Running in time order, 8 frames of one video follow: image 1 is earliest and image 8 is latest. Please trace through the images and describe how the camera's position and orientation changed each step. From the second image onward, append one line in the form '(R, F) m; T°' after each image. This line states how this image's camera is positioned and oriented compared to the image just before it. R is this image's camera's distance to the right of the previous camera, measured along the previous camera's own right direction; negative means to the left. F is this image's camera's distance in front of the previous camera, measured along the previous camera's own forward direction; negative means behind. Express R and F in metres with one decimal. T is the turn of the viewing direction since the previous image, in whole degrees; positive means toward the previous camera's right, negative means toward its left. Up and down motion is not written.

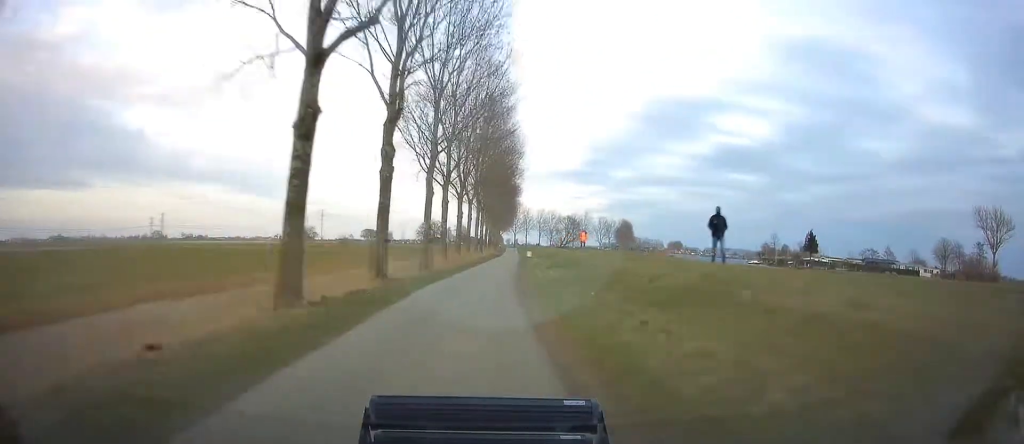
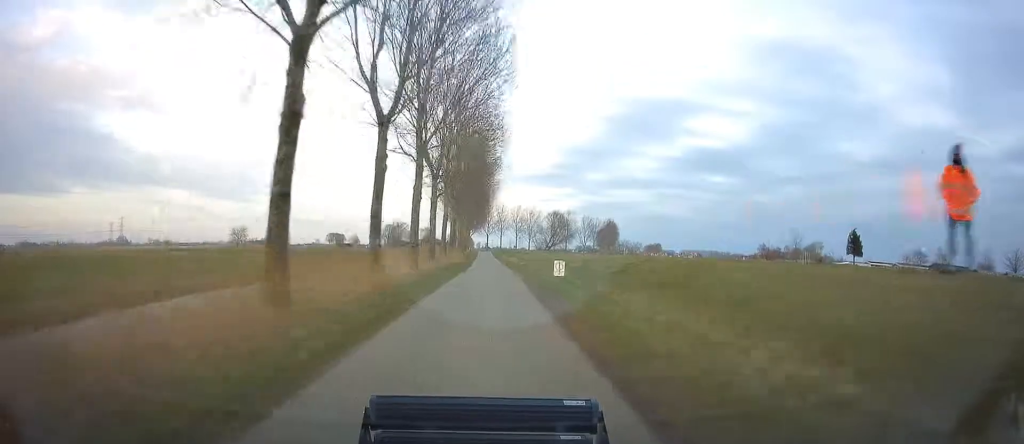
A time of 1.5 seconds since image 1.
(+1.6, +43.4) m; +4°
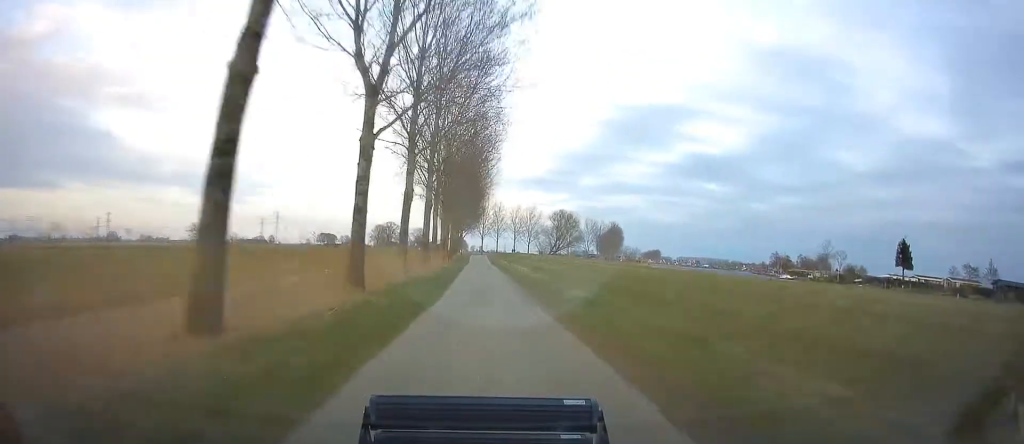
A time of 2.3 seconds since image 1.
(+0.4, +24.5) m; +1°
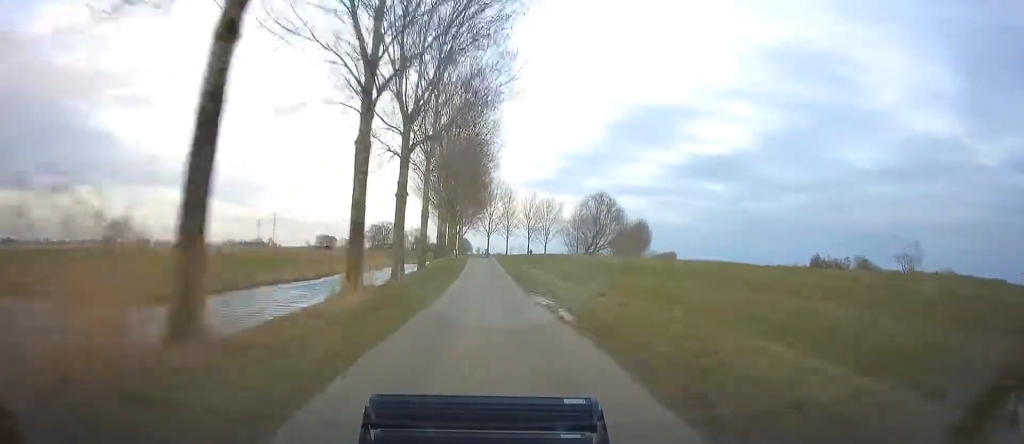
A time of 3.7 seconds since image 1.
(0.0, +44.9) m; 0°
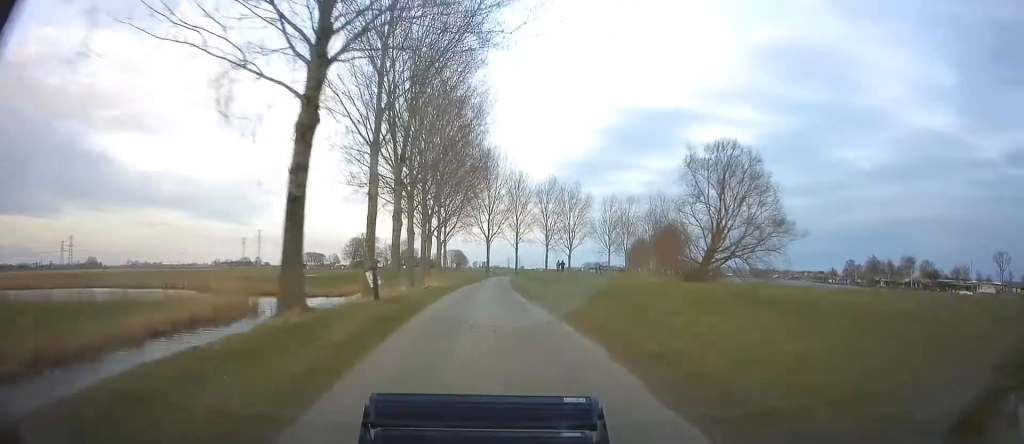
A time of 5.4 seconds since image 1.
(0.0, +56.1) m; 0°
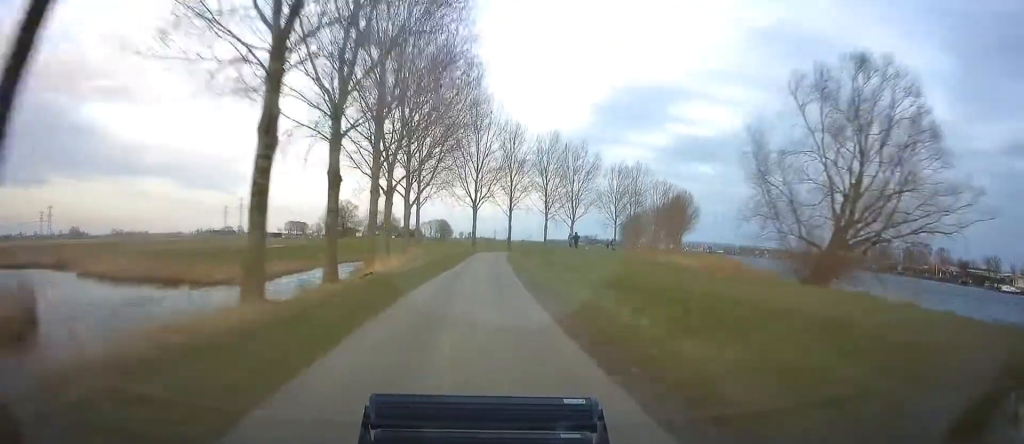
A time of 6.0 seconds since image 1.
(0.0, +21.8) m; 0°
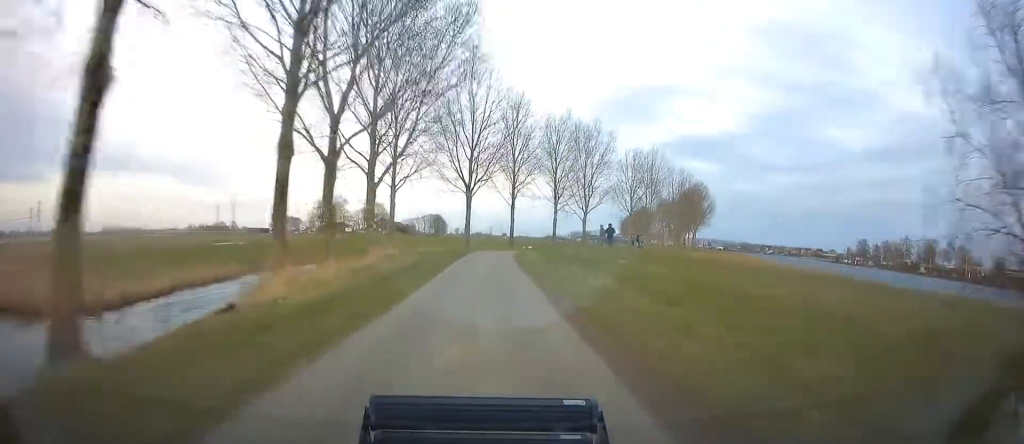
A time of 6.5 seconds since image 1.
(0.0, +15.9) m; +1°
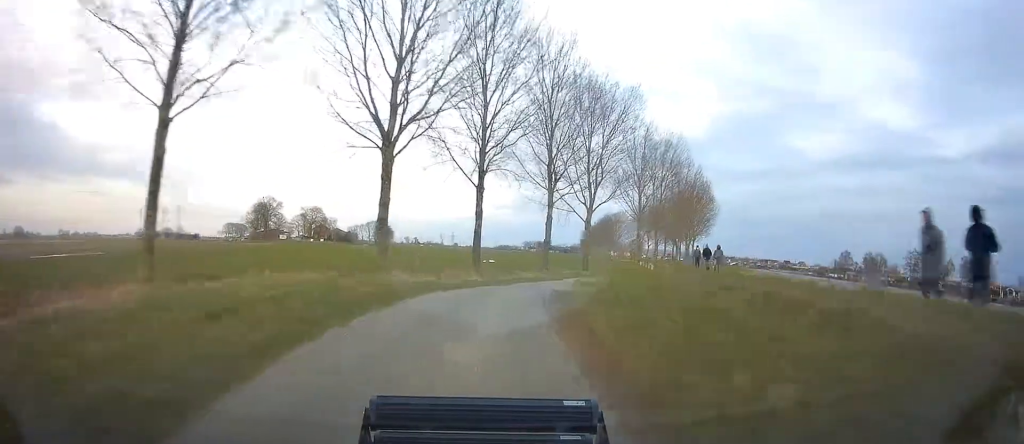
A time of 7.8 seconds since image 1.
(+1.1, +36.0) m; +7°
